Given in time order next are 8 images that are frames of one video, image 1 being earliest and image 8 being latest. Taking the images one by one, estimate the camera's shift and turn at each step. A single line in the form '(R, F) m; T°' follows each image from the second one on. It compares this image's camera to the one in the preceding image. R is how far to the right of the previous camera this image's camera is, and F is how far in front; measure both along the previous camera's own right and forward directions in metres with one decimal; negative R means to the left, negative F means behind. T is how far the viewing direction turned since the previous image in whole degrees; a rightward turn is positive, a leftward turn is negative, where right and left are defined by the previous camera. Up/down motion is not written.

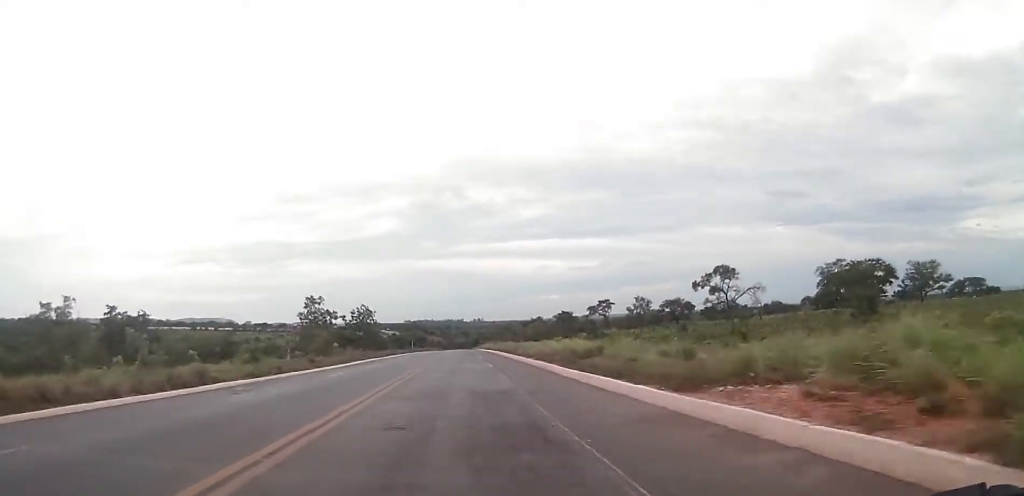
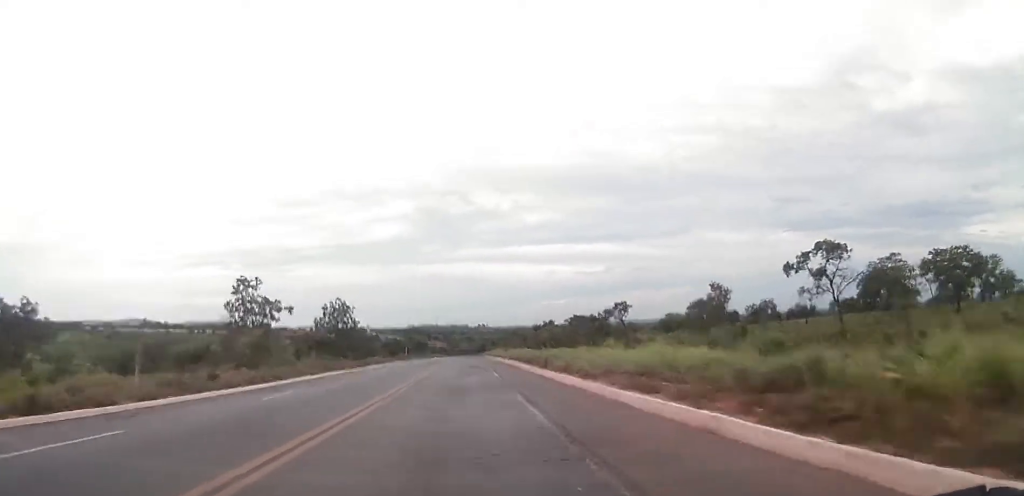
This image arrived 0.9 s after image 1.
(-0.1, +21.8) m; -1°
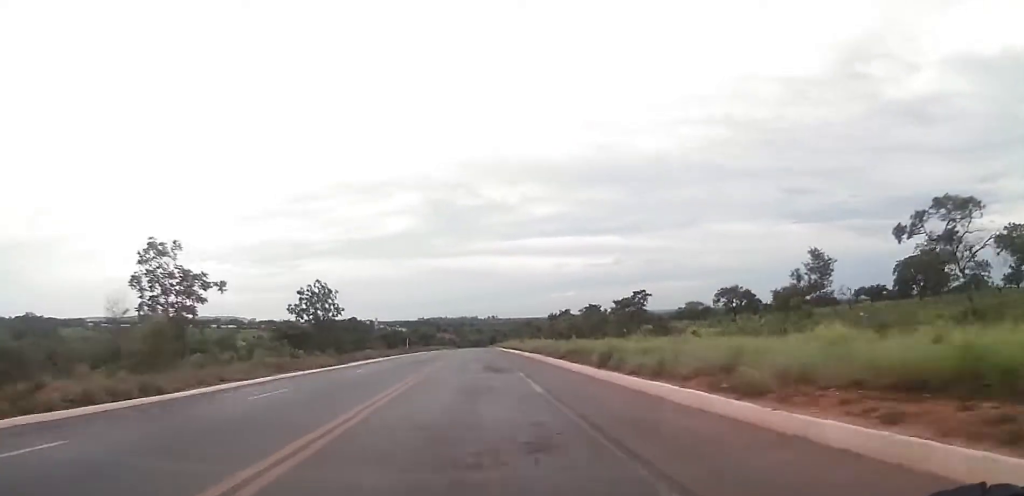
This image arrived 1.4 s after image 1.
(-0.1, +14.8) m; 0°
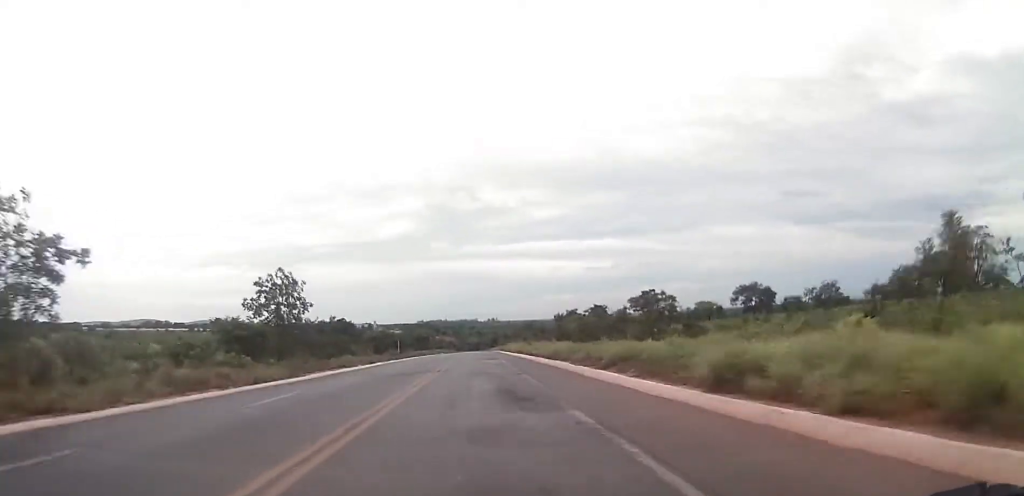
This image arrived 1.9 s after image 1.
(0.0, +12.4) m; 0°
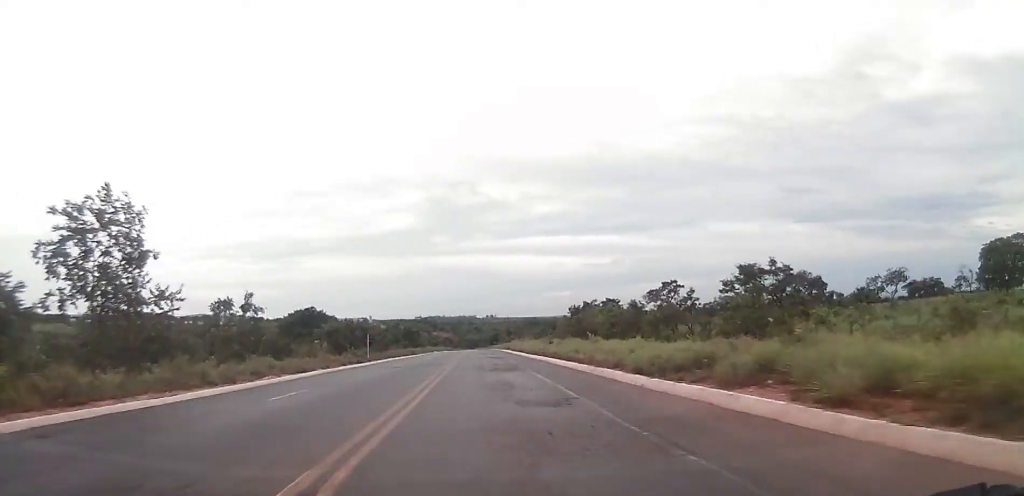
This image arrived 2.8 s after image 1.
(+0.2, +25.6) m; 0°
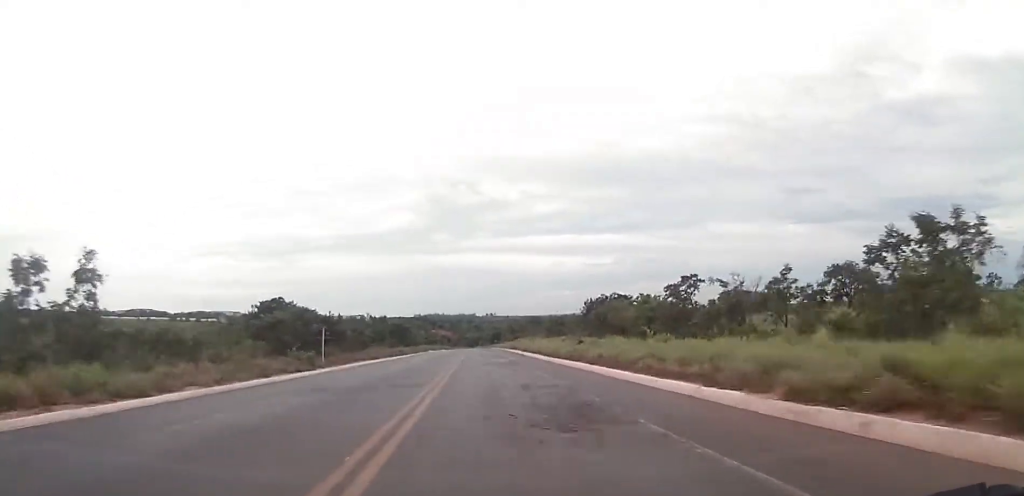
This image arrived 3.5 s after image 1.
(-0.1, +18.8) m; 0°
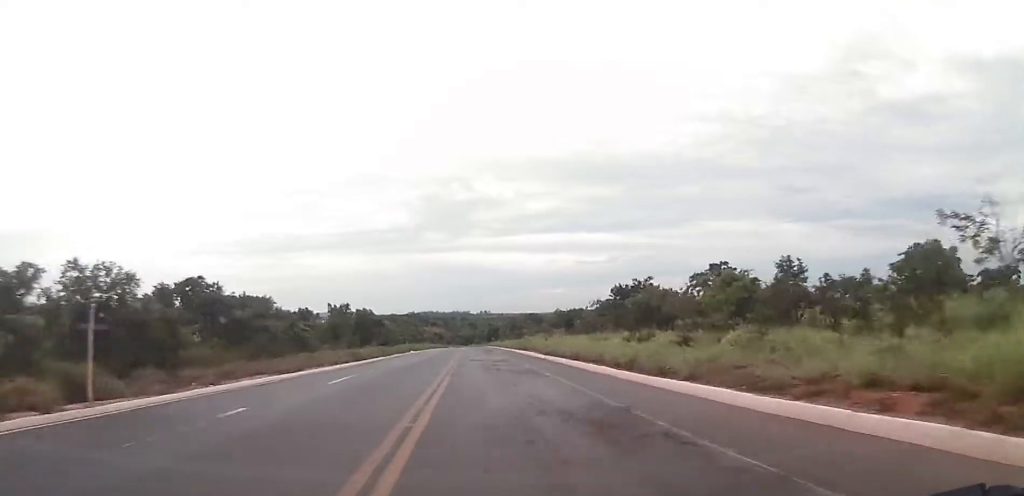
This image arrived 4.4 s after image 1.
(0.0, +26.5) m; 0°
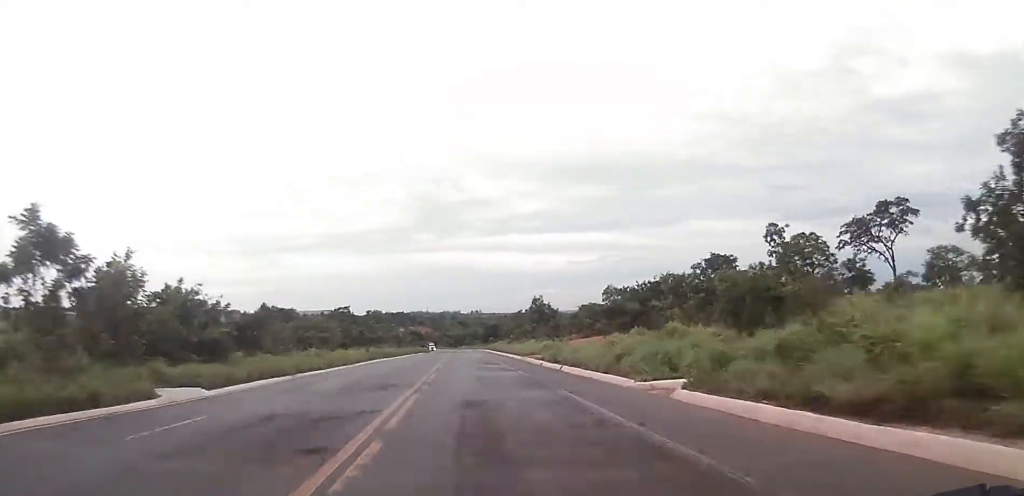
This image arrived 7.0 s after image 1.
(+0.8, +74.7) m; +1°
